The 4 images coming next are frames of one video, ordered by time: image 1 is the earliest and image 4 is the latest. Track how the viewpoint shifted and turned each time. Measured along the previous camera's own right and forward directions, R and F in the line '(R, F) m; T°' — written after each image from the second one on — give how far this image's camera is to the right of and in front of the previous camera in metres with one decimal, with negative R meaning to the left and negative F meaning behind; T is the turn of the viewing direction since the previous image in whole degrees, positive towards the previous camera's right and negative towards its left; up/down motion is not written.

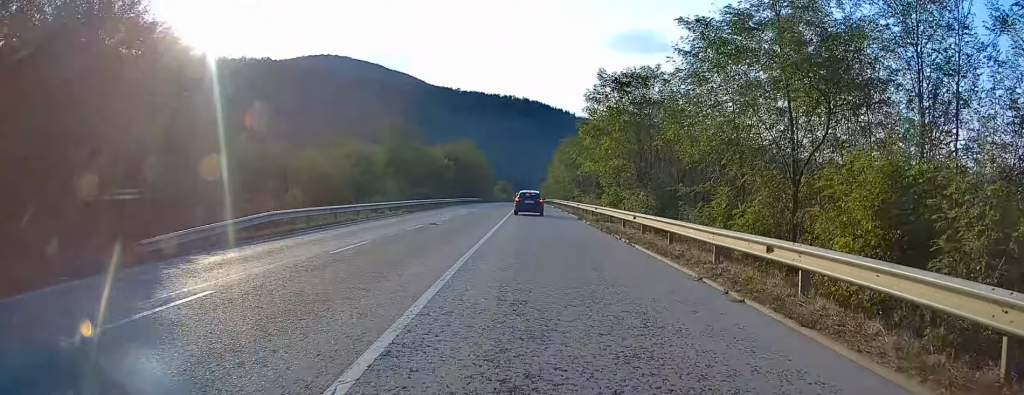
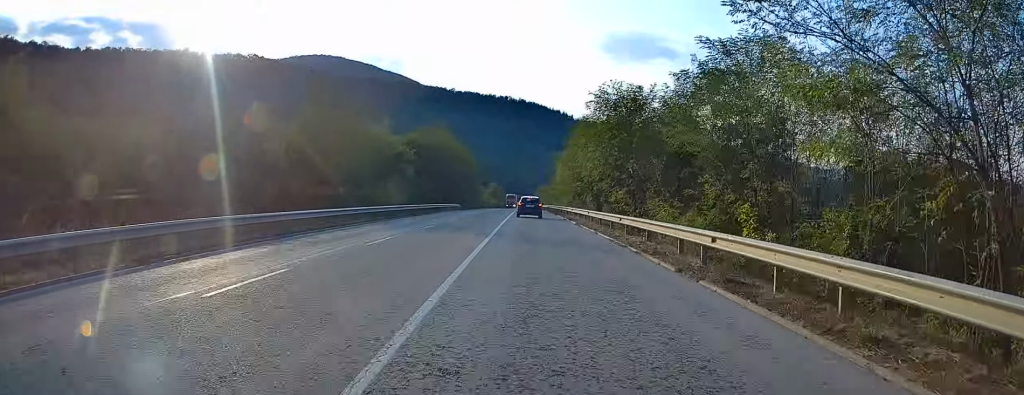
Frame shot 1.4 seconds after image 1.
(+0.2, +33.2) m; 0°
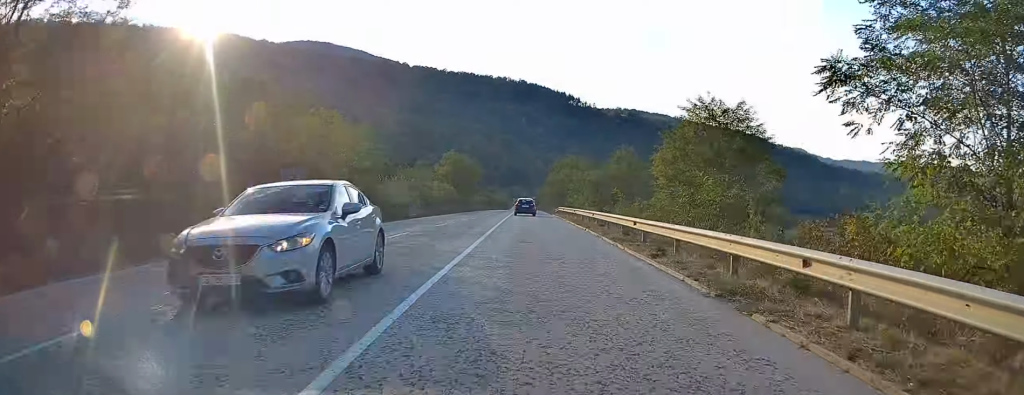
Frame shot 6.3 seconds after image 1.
(+0.7, +112.5) m; +1°
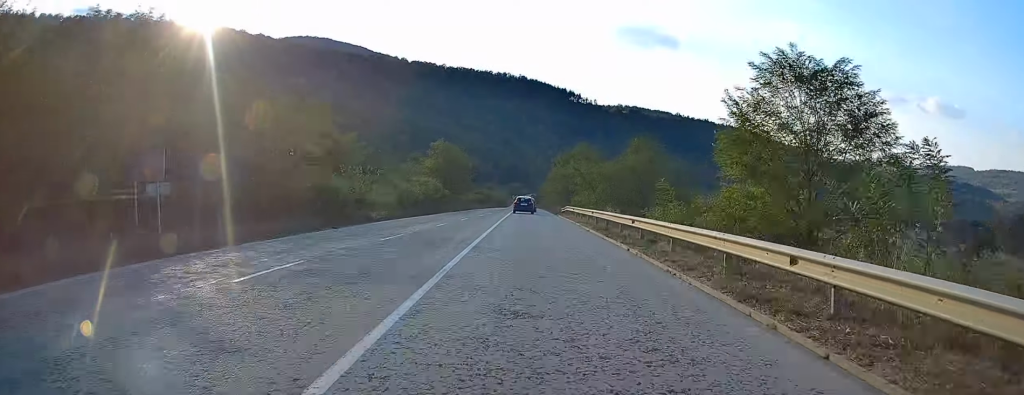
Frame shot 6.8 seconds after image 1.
(-0.2, +11.5) m; 0°
